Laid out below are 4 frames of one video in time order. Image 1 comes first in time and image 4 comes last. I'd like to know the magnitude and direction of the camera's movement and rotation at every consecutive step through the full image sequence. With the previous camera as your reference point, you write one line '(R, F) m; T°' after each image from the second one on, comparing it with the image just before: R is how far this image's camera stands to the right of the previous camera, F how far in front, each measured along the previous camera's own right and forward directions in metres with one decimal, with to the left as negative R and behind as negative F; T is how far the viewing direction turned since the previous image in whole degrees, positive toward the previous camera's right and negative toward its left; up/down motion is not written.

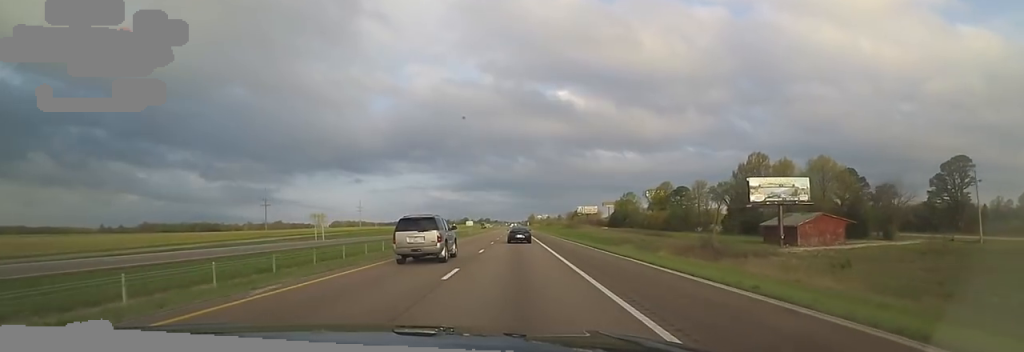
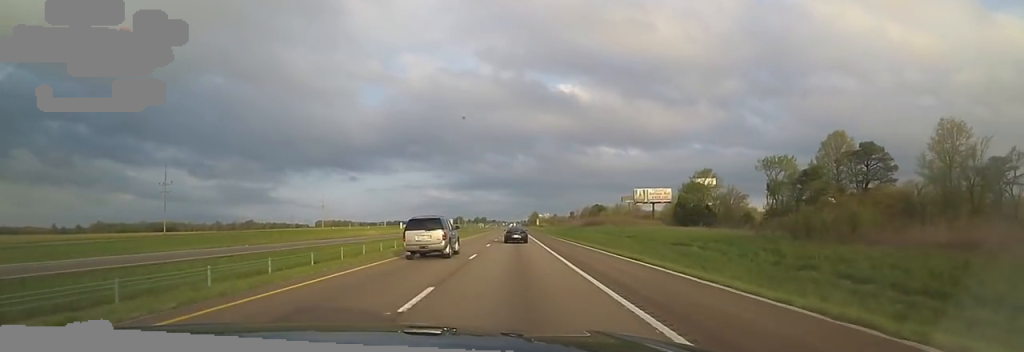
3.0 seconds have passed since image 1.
(0.0, +101.8) m; -2°
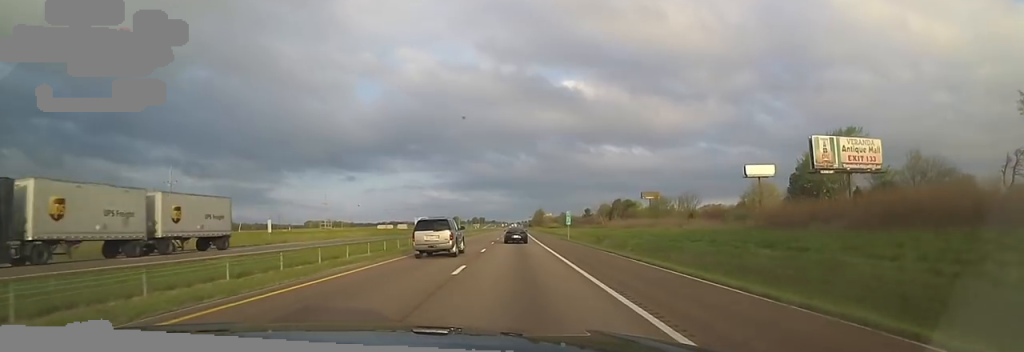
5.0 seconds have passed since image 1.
(+2.1, +66.9) m; +3°
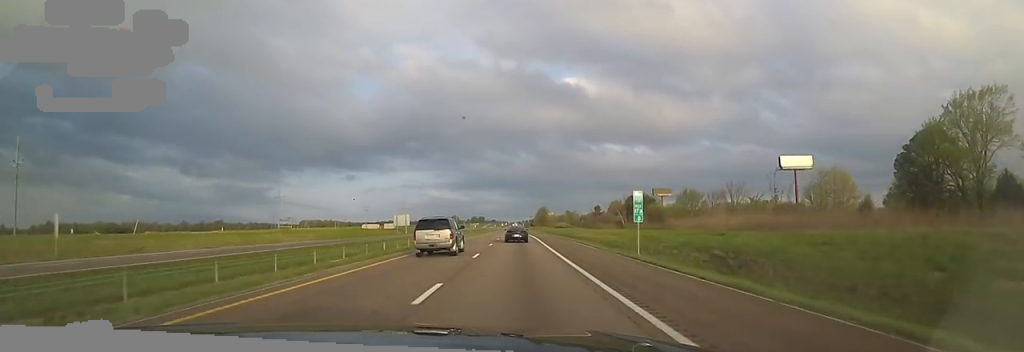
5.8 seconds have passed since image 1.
(-0.3, +30.1) m; 0°
